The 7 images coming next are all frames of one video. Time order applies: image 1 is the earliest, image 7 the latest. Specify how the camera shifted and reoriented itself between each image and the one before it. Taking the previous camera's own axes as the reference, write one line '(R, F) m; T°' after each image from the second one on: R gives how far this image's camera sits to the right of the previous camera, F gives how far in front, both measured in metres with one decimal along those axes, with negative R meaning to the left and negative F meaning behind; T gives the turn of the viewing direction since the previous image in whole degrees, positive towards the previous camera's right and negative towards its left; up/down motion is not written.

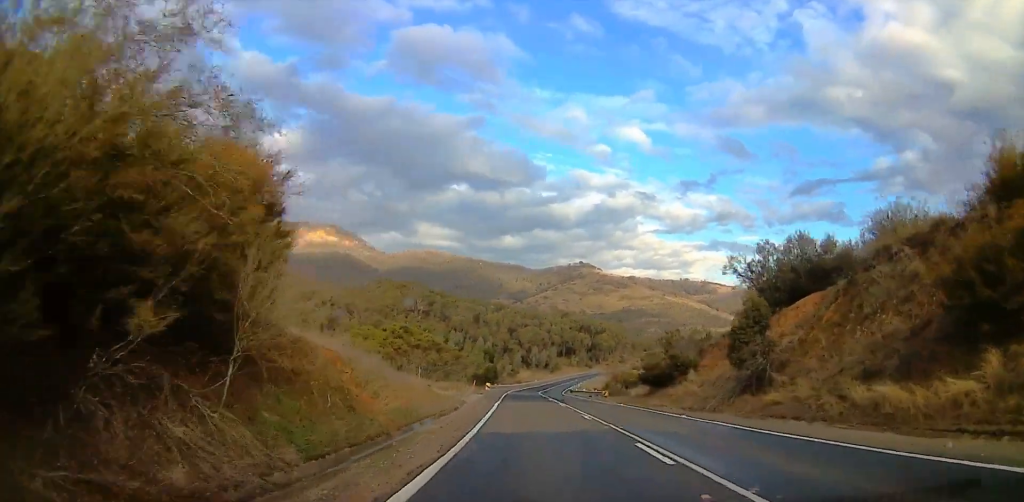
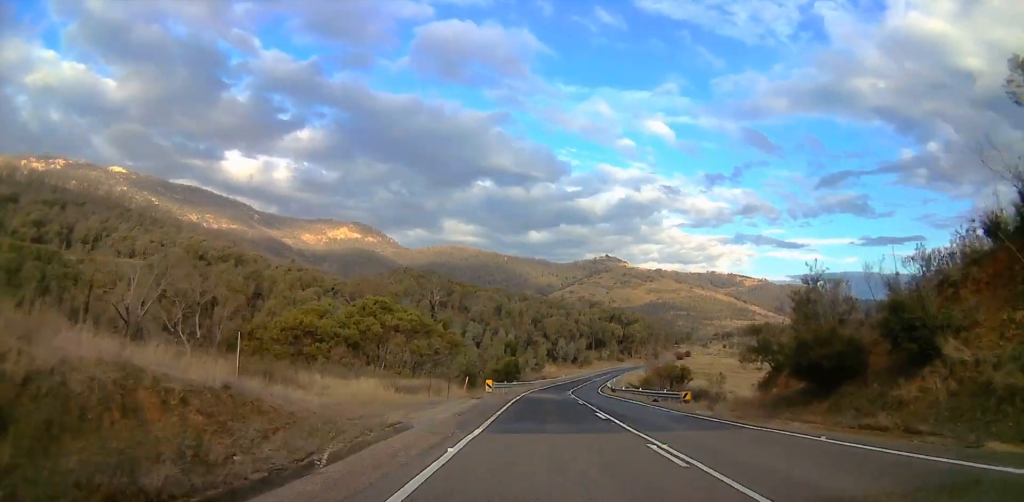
(-0.4, +23.9) m; 0°
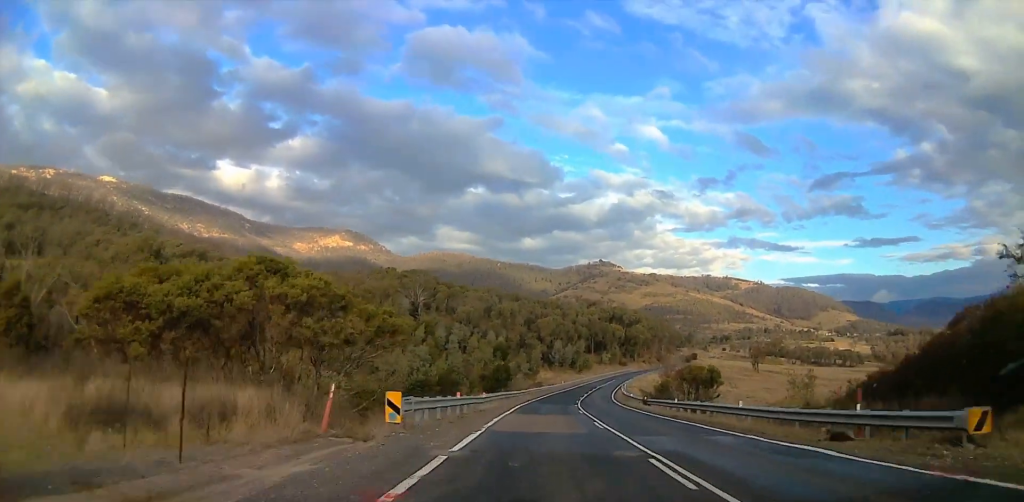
(+0.2, +25.2) m; +2°
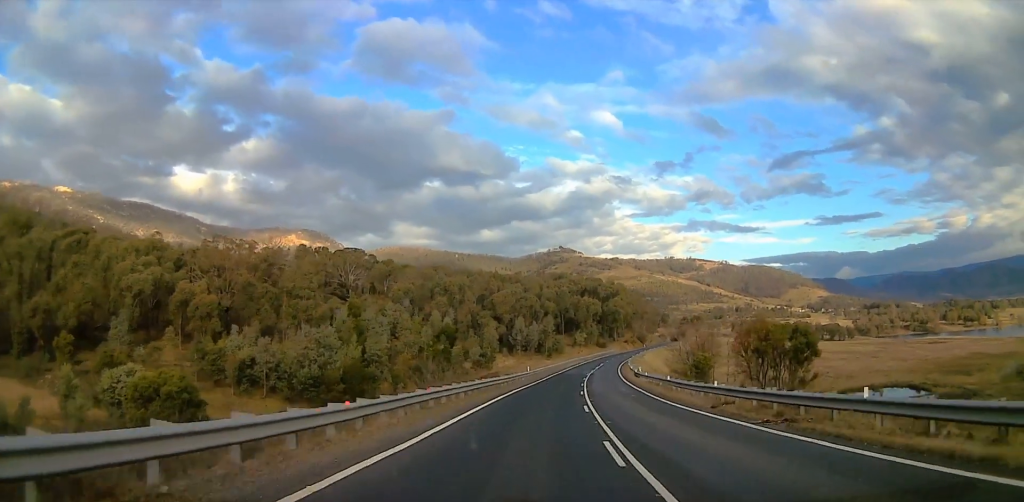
(+0.9, +45.9) m; 0°
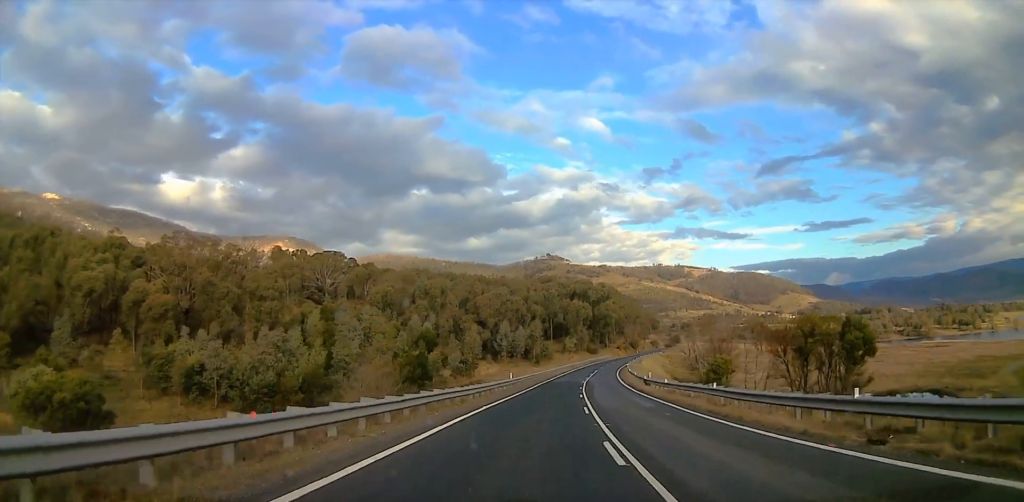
(-0.3, +11.7) m; +1°
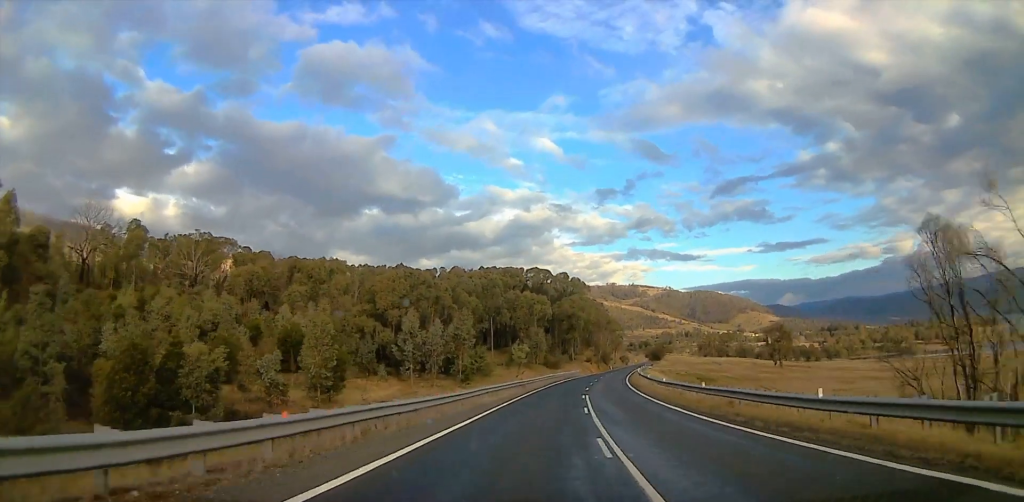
(+3.2, +57.0) m; +5°
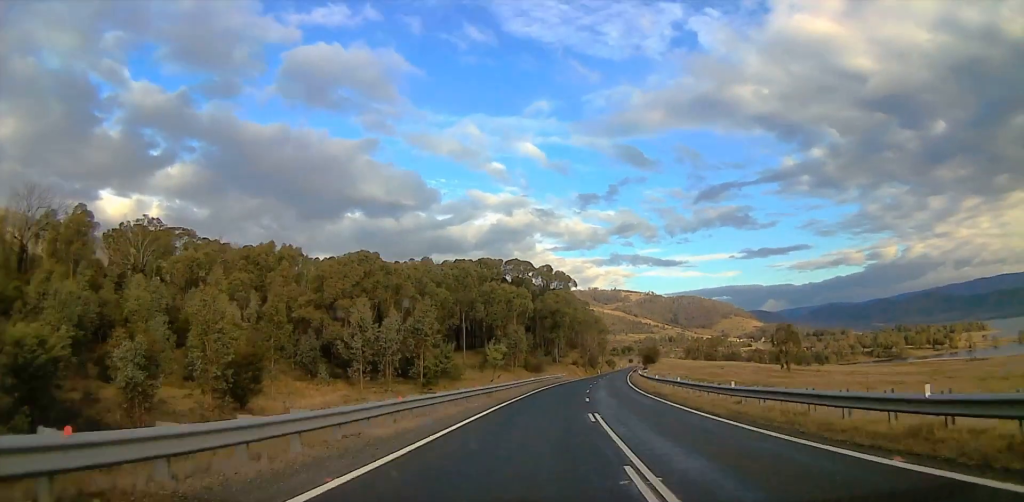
(0.0, +16.9) m; +1°
